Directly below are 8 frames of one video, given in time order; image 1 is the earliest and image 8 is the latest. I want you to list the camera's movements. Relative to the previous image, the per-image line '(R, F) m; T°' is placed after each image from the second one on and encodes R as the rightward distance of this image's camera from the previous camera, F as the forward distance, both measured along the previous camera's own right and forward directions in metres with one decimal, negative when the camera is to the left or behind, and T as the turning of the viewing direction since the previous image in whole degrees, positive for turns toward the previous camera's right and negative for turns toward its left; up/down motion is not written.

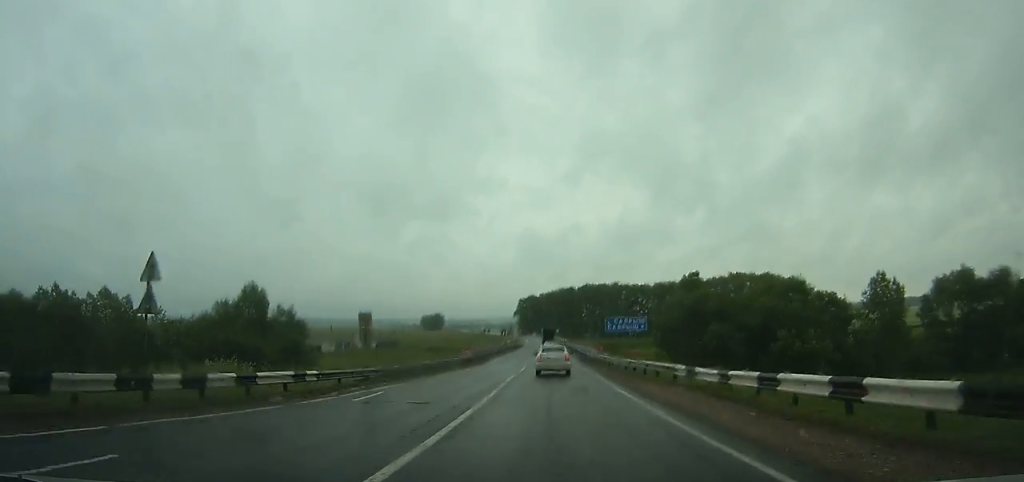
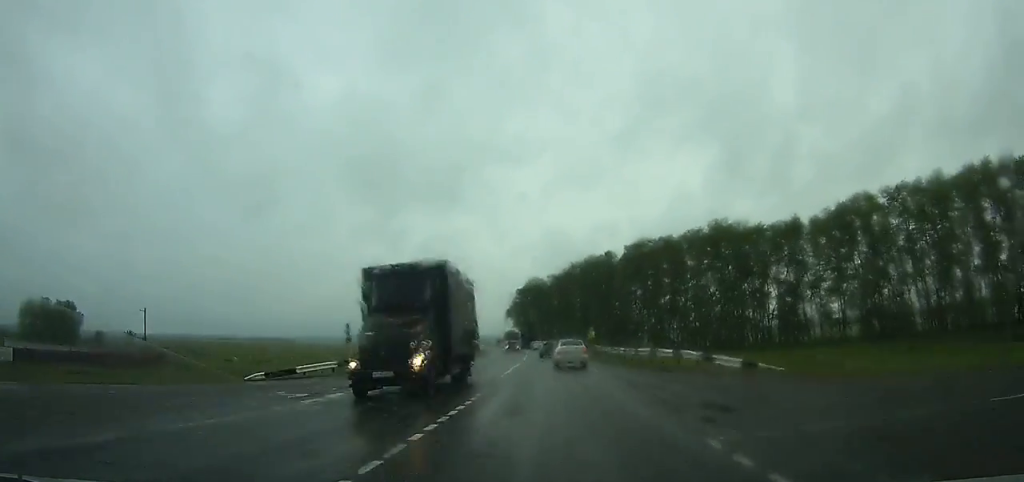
(+0.1, +157.6) m; -1°
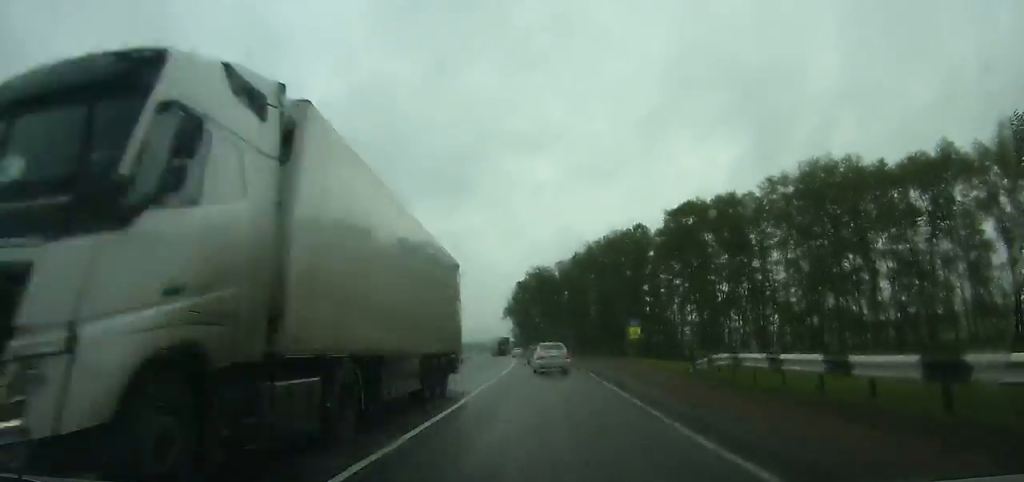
(-0.3, +43.7) m; -1°
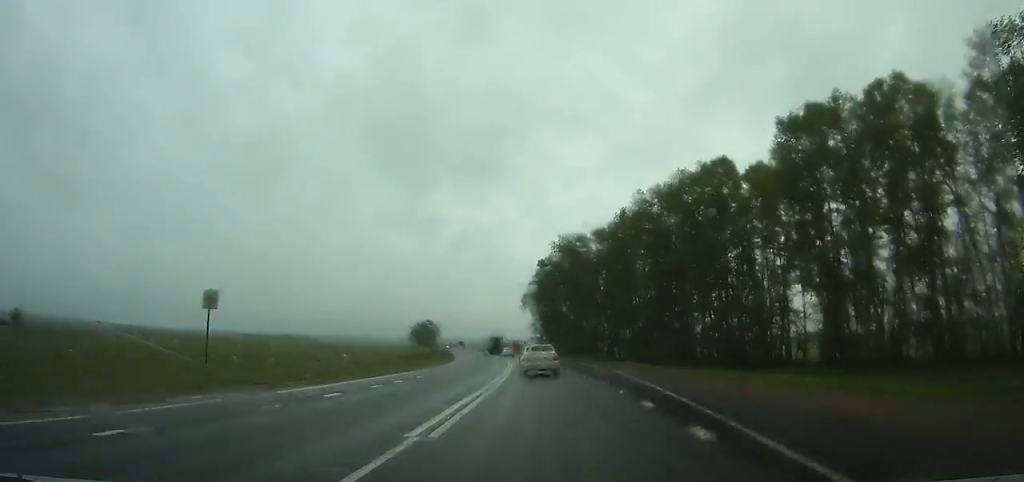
(-0.3, +42.8) m; -2°
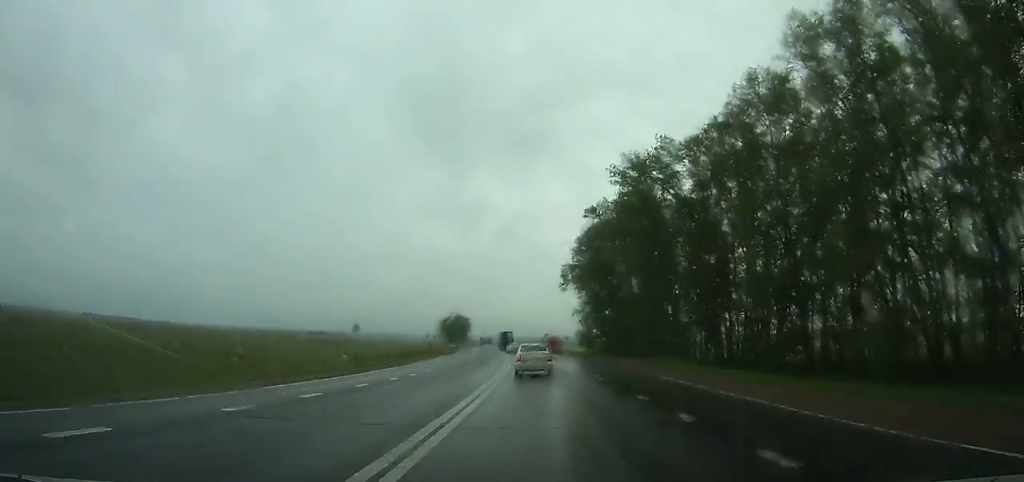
(-1.7, +48.4) m; -4°
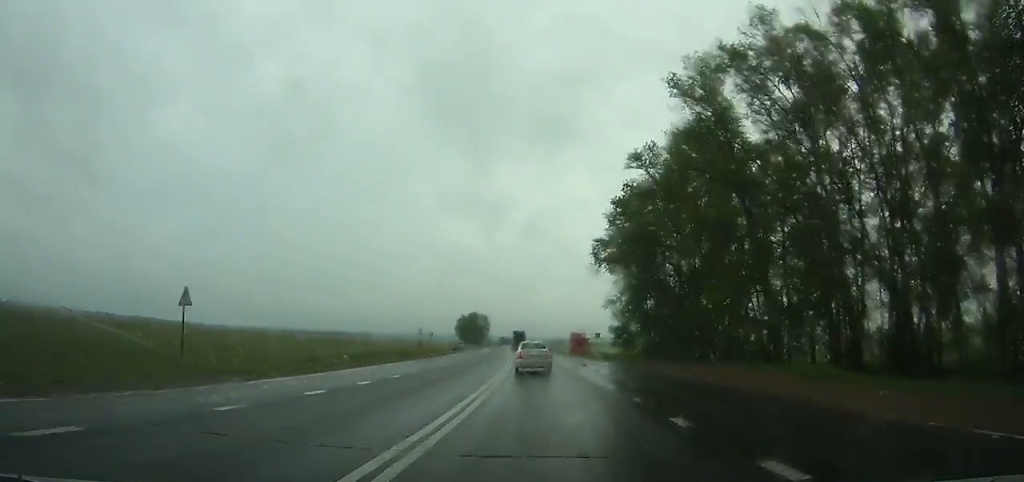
(-0.7, +25.4) m; -2°
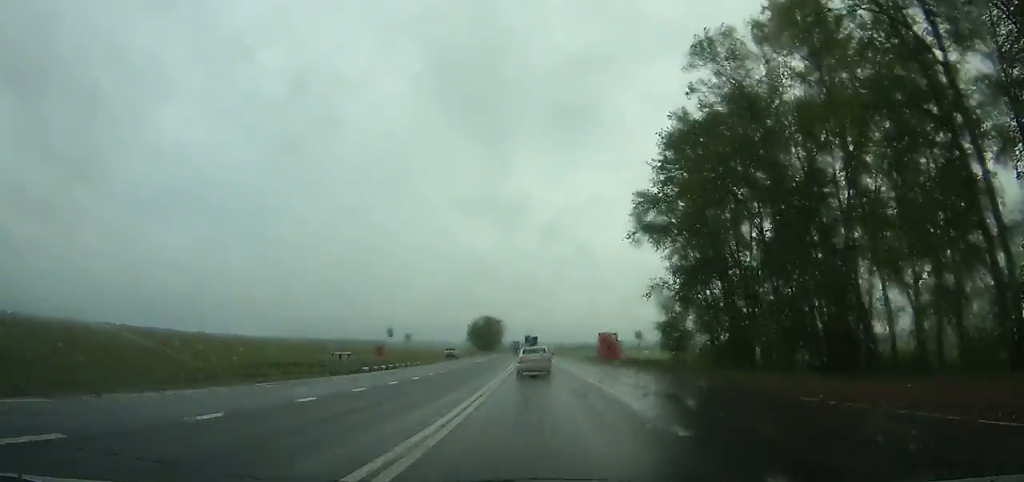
(-0.2, +25.4) m; -2°
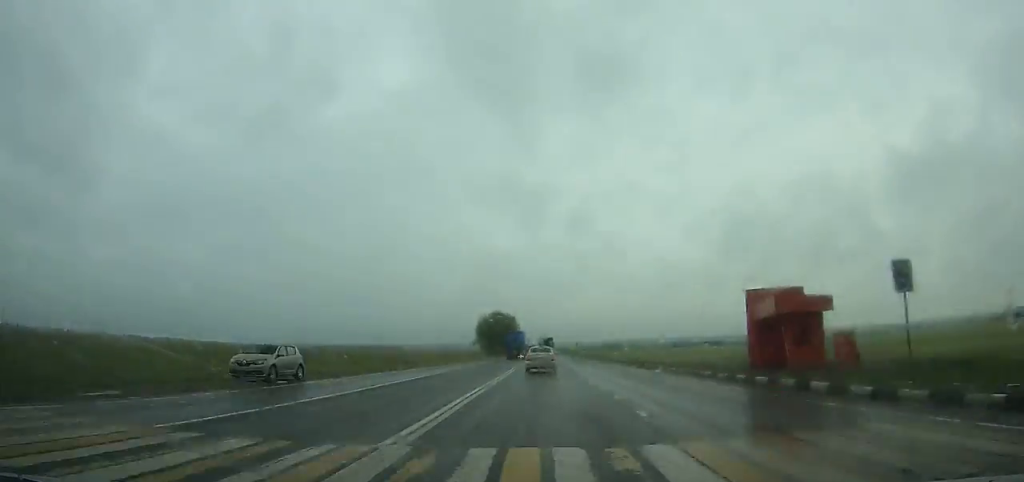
(-1.6, +57.4) m; -2°
